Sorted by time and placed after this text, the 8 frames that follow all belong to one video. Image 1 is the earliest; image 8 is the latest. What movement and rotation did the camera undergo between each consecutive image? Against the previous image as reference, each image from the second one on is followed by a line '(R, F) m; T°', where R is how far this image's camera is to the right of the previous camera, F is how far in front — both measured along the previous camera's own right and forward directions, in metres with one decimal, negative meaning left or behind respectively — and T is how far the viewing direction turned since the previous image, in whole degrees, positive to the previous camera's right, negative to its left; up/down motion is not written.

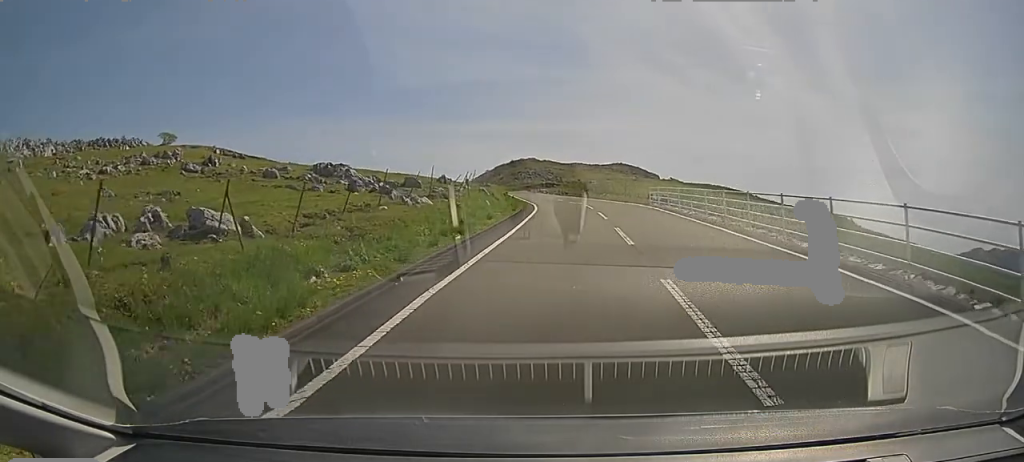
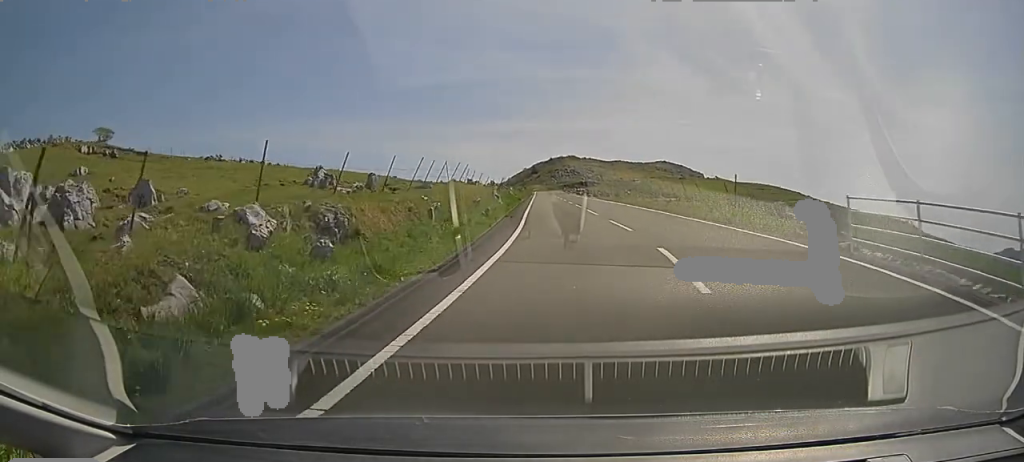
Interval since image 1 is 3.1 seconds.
(+0.3, +26.8) m; -1°
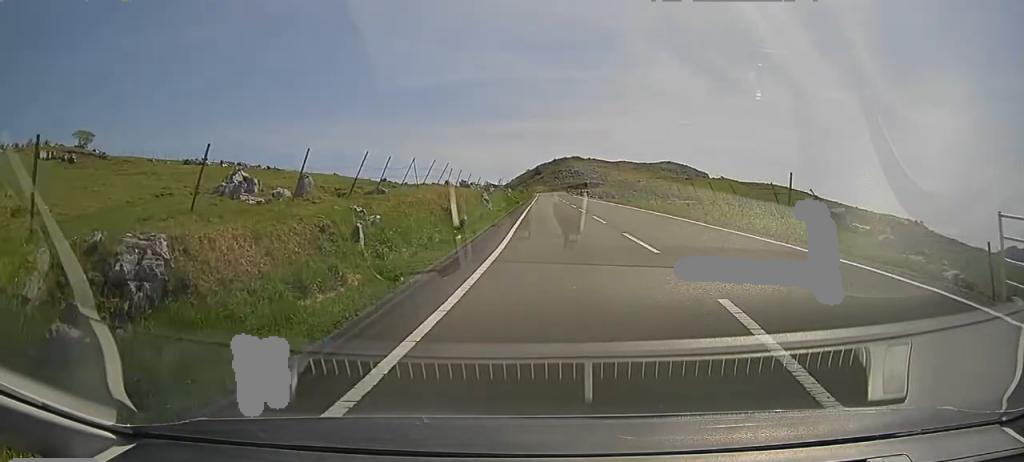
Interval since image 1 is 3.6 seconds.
(-0.2, +5.4) m; -1°
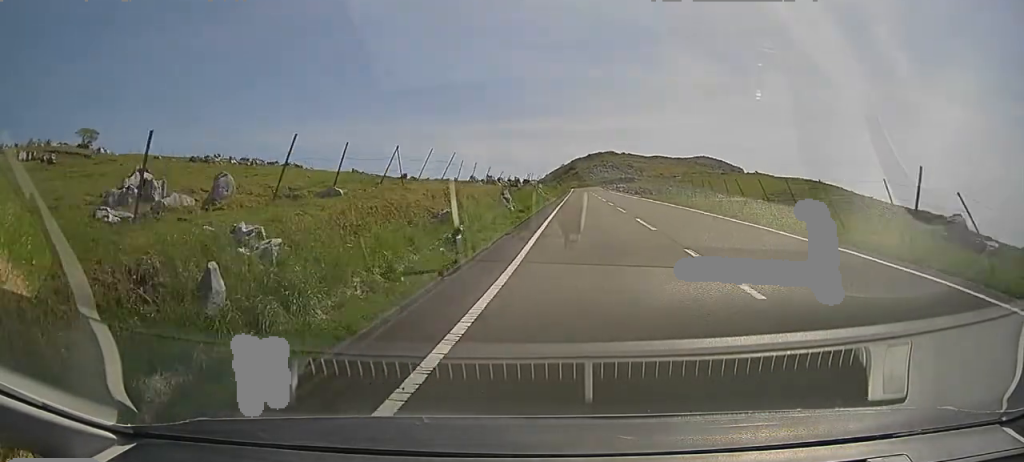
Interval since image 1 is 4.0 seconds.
(0.0, +4.8) m; 0°
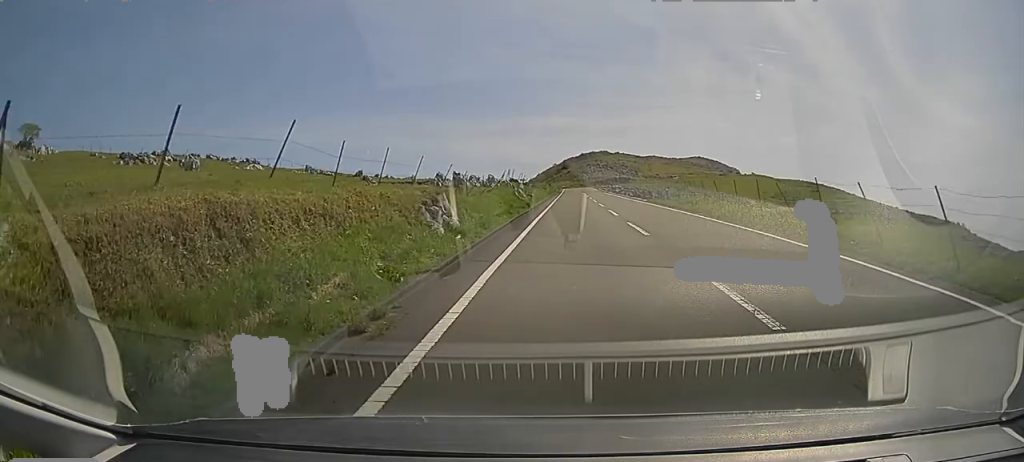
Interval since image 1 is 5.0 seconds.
(+0.1, +11.2) m; 0°
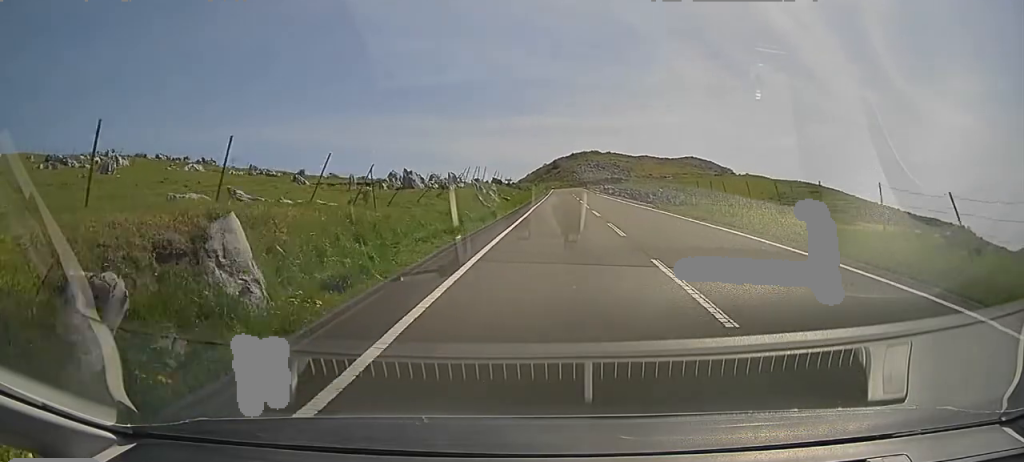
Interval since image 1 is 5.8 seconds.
(+0.1, +9.6) m; -1°
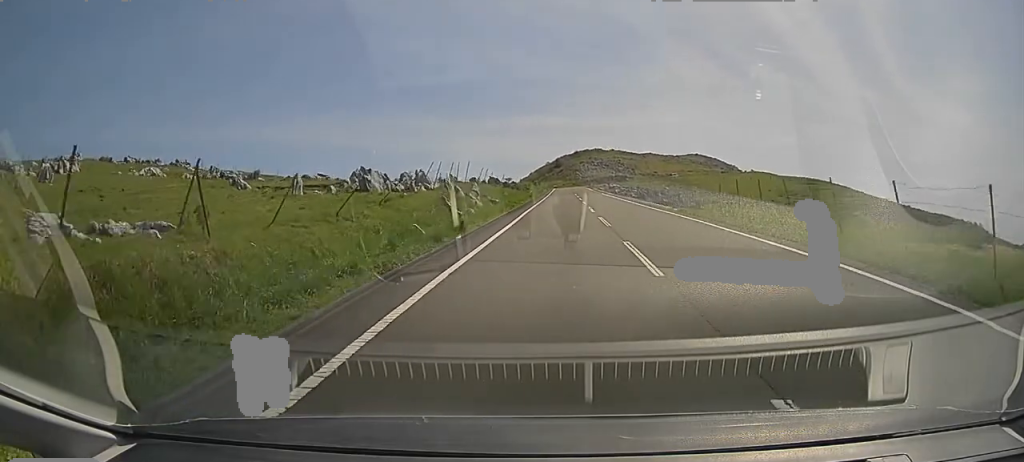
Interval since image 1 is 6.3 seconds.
(-0.2, +7.2) m; -1°
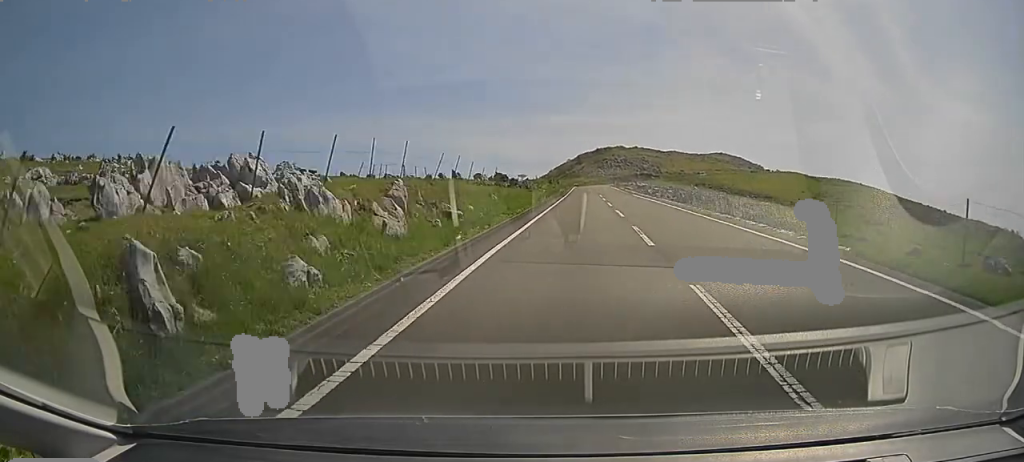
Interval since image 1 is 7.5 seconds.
(-0.2, +16.2) m; 0°
